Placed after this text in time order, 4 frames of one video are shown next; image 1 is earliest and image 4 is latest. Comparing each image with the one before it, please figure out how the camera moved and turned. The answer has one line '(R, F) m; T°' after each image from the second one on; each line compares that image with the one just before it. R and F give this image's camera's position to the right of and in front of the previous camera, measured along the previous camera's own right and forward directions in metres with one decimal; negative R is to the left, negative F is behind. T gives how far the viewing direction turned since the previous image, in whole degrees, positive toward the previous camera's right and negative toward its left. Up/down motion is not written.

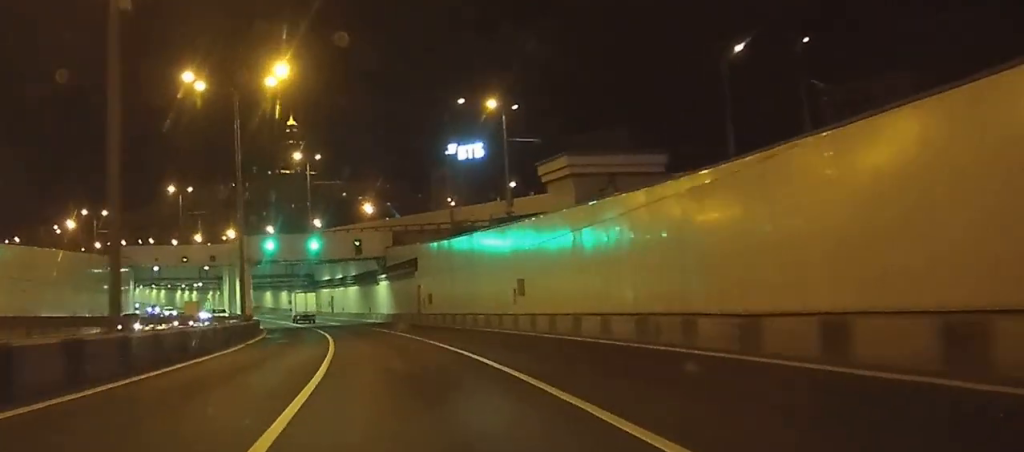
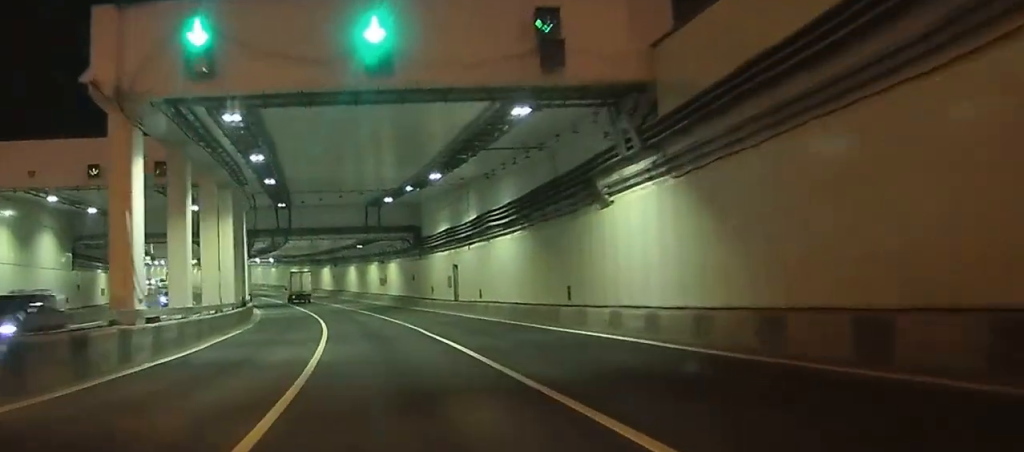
(-5.1, +59.1) m; -8°
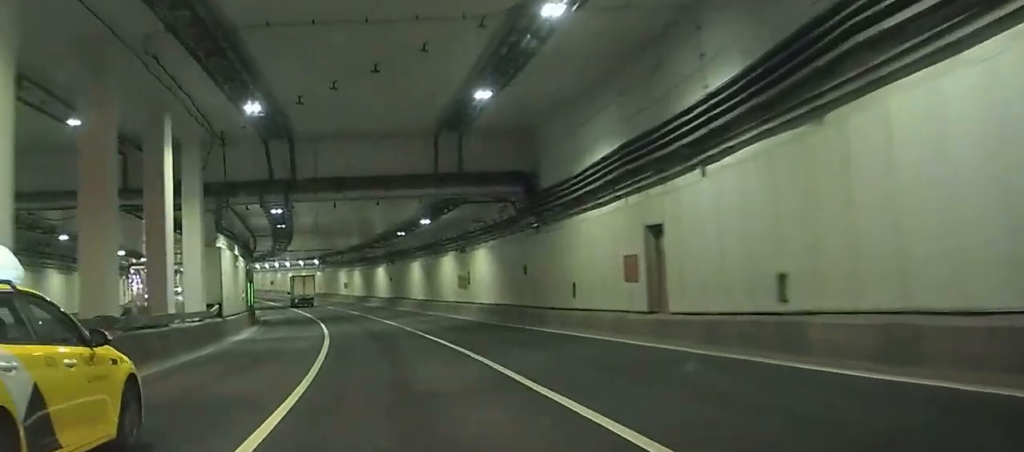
(0.0, +29.7) m; 0°
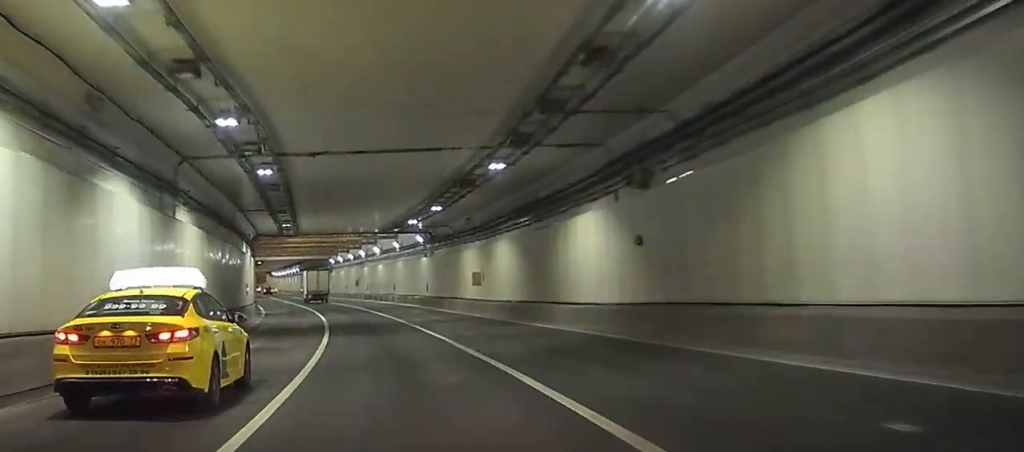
(-0.7, +53.4) m; -4°
